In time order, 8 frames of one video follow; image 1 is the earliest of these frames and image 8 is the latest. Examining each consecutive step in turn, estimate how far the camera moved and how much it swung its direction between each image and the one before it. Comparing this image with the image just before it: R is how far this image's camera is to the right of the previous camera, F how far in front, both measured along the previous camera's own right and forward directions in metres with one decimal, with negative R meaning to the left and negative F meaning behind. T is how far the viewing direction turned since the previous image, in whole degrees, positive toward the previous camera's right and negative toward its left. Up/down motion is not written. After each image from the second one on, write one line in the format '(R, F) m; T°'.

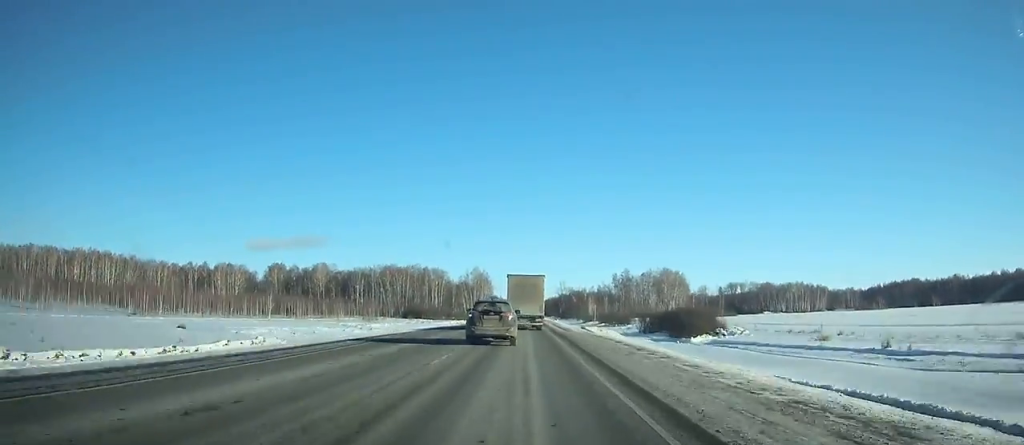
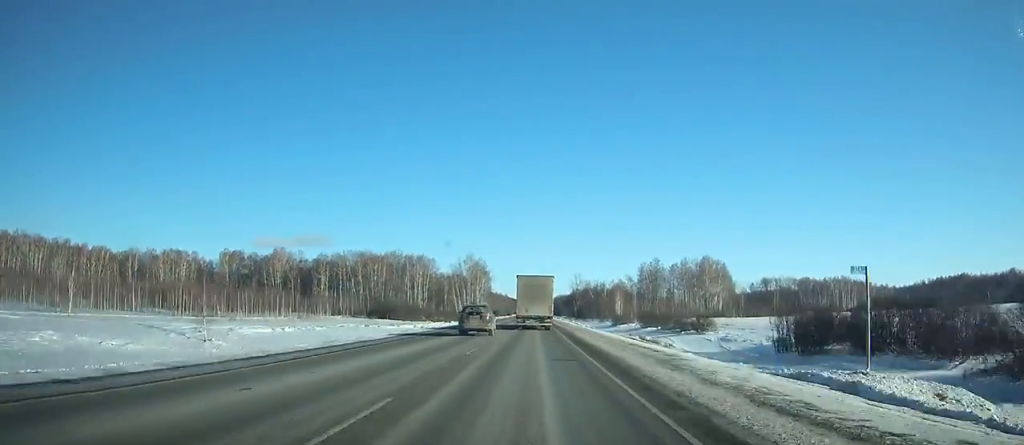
(-0.2, +57.1) m; 0°
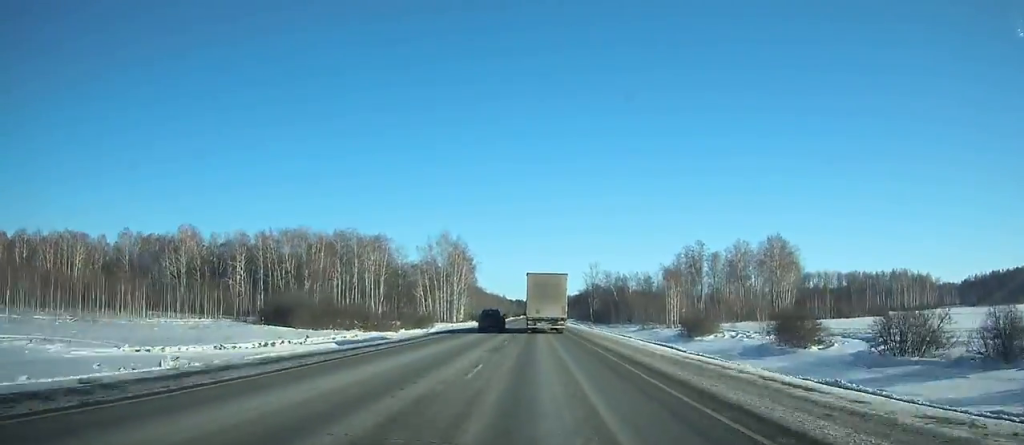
(-0.5, +66.8) m; -1°
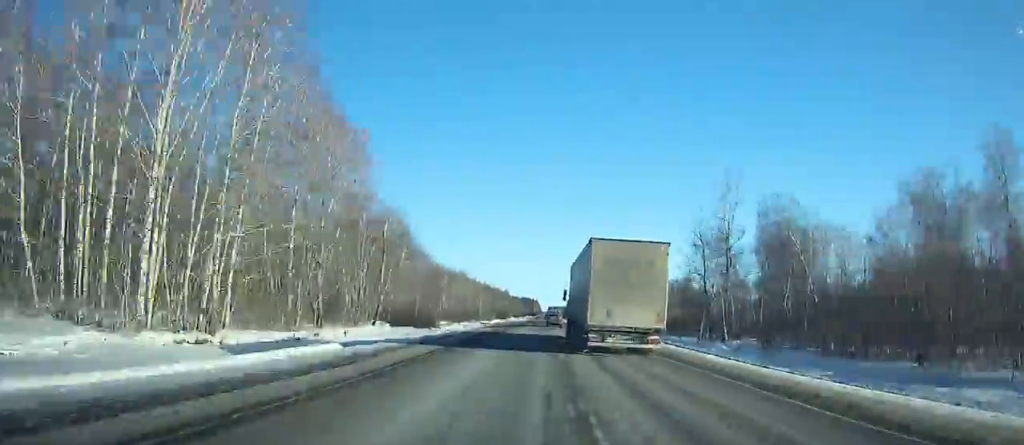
(-0.4, +124.7) m; 0°
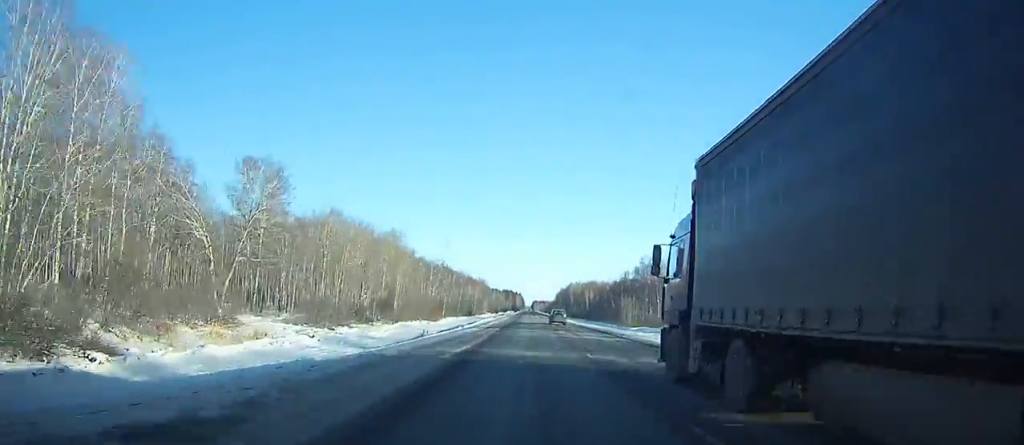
(0.0, +94.6) m; 0°
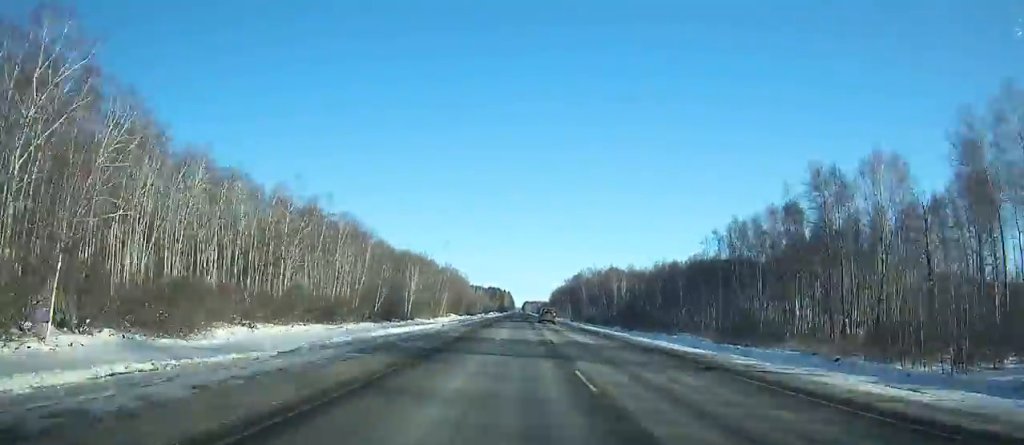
(+1.1, +99.8) m; +1°
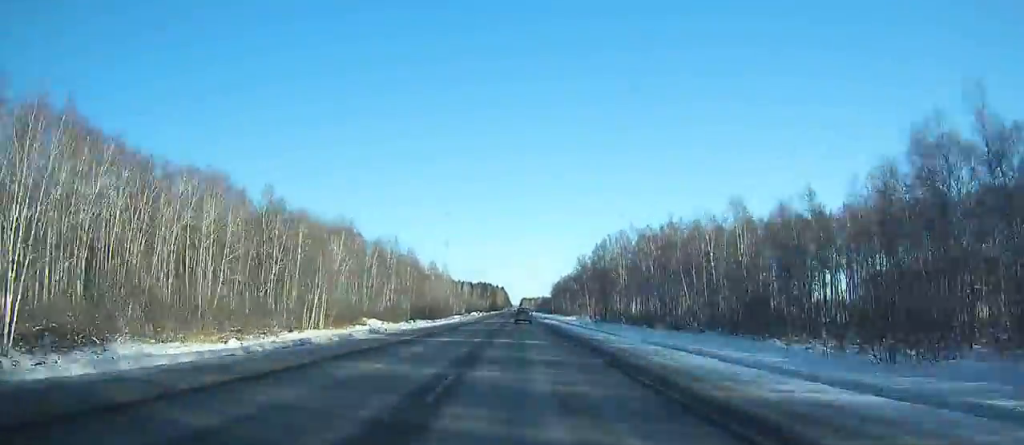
(+0.9, +83.7) m; +1°
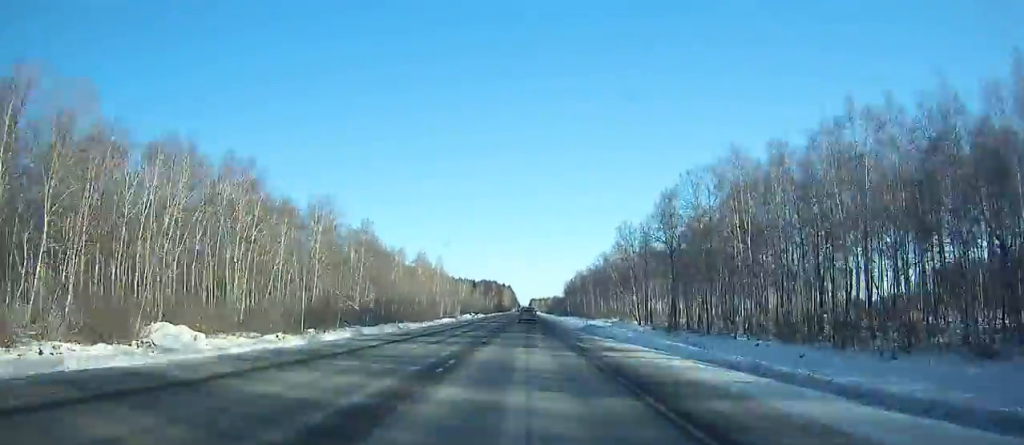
(-0.1, +56.2) m; 0°
